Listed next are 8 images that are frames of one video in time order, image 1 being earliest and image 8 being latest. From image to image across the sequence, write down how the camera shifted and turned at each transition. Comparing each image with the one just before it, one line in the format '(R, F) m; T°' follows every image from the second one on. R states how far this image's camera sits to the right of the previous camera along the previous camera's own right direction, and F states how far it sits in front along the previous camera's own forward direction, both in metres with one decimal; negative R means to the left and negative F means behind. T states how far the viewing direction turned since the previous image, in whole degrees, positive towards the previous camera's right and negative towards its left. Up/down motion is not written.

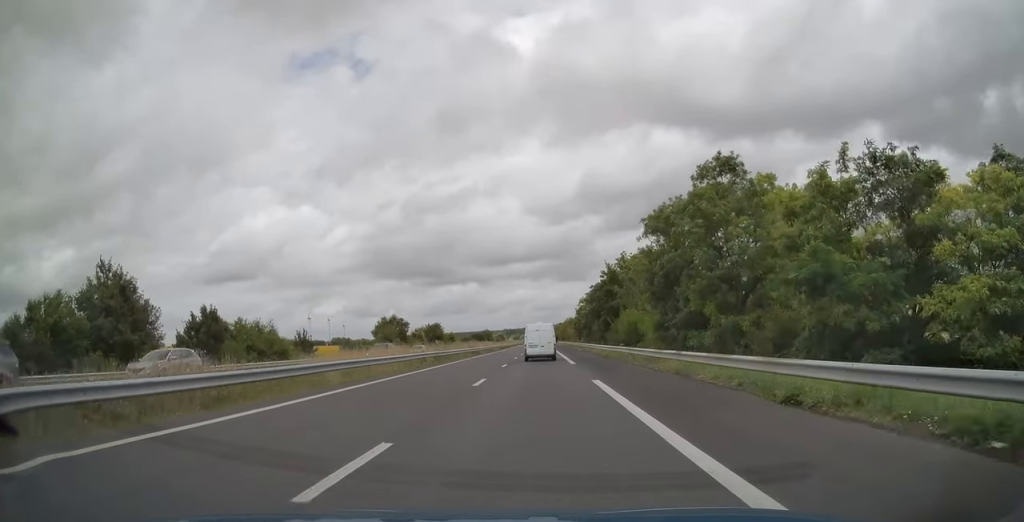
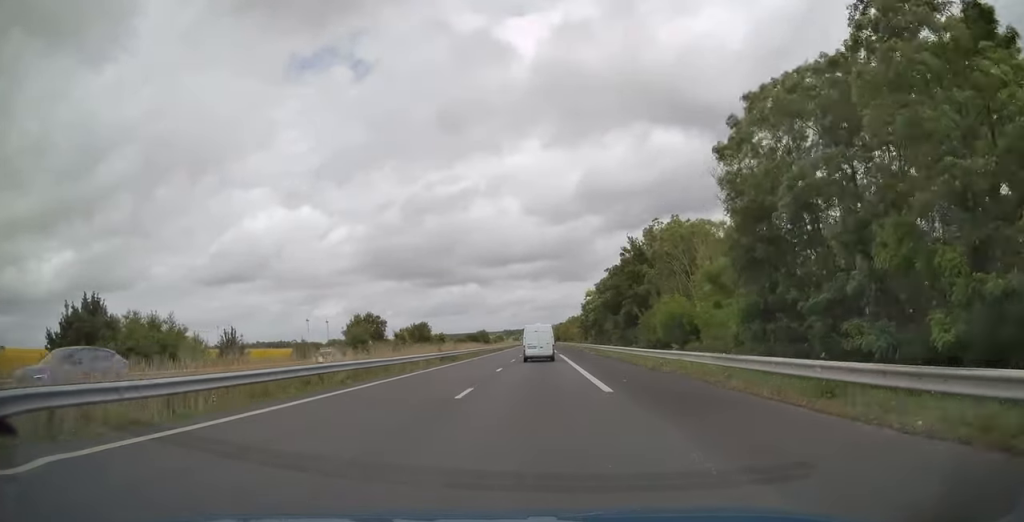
(0.0, +16.6) m; 0°
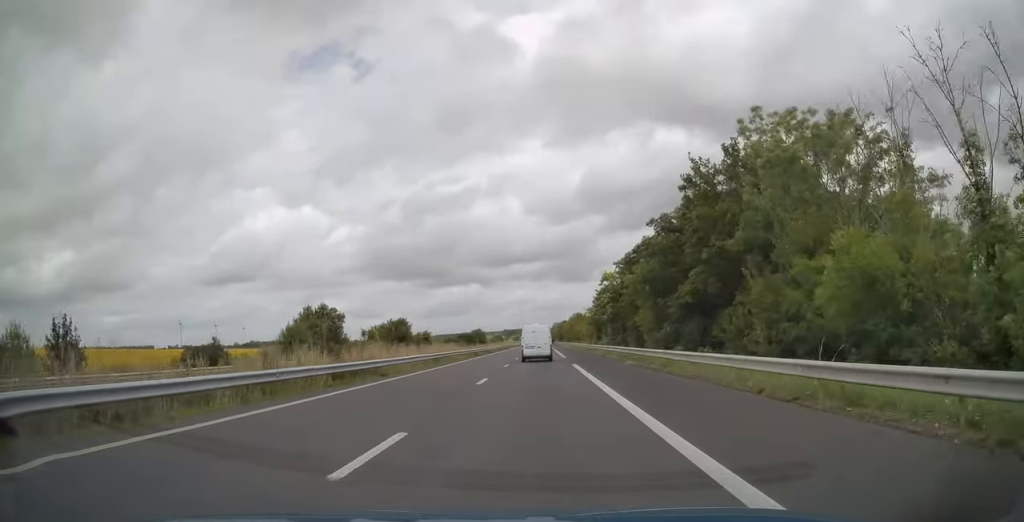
(+0.1, +21.4) m; 0°
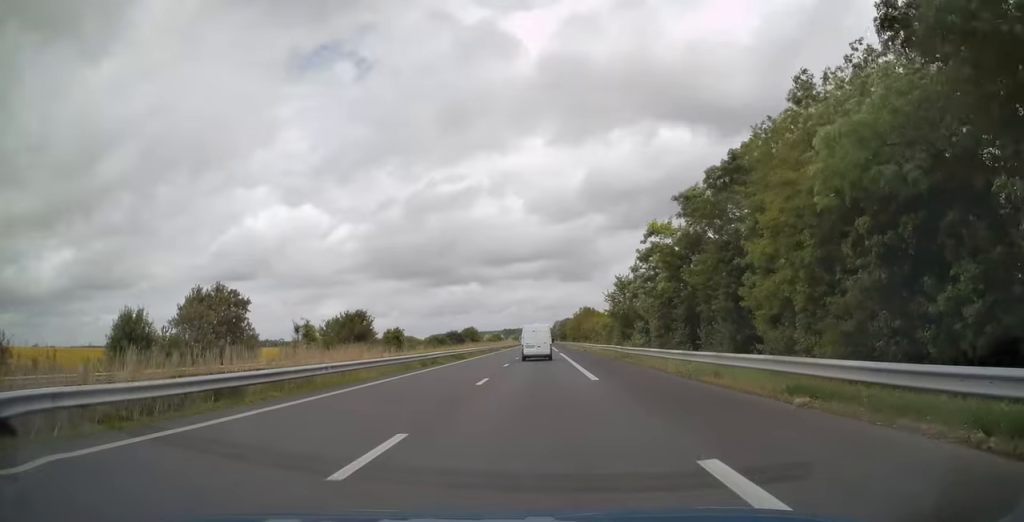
(-0.1, +26.3) m; 0°
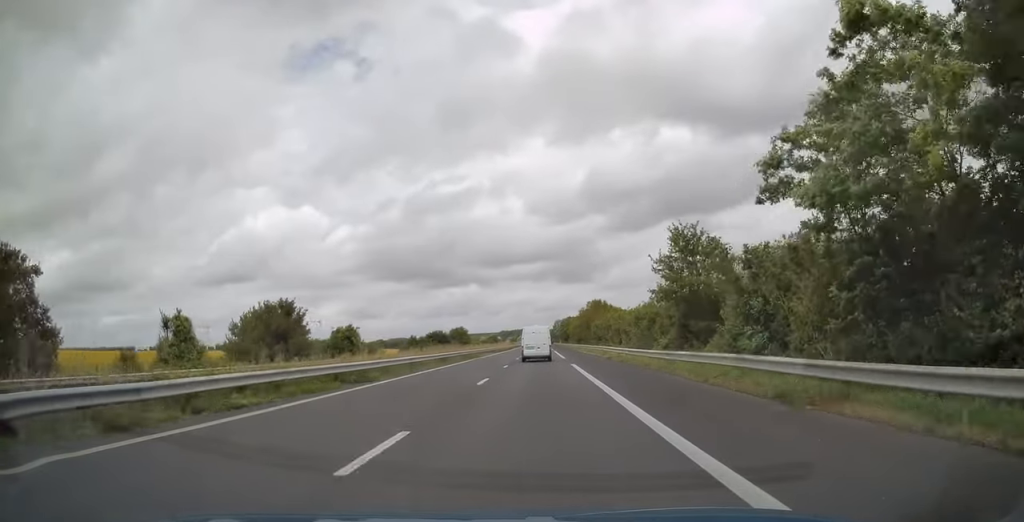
(0.0, +25.8) m; 0°
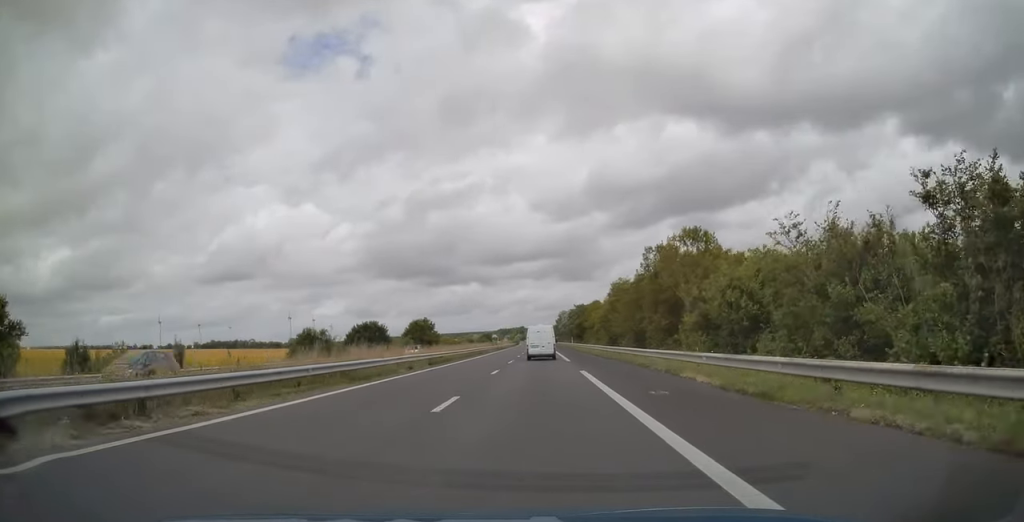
(+0.1, +59.6) m; 0°
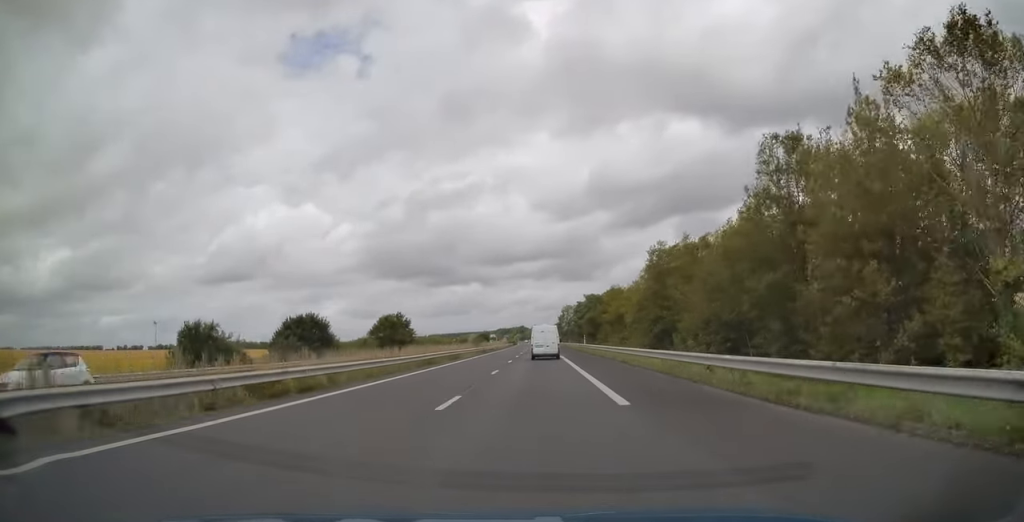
(0.0, +25.8) m; 0°
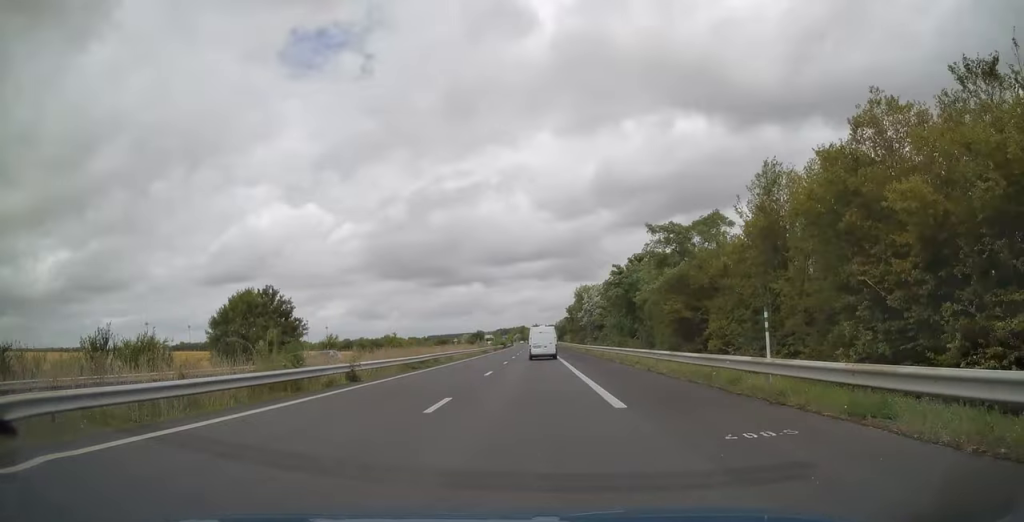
(-0.1, +52.7) m; 0°
